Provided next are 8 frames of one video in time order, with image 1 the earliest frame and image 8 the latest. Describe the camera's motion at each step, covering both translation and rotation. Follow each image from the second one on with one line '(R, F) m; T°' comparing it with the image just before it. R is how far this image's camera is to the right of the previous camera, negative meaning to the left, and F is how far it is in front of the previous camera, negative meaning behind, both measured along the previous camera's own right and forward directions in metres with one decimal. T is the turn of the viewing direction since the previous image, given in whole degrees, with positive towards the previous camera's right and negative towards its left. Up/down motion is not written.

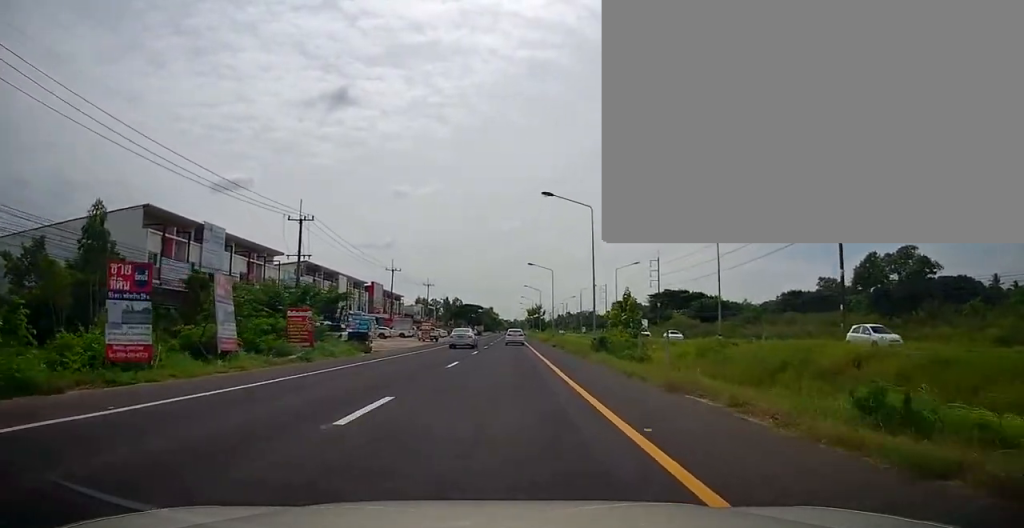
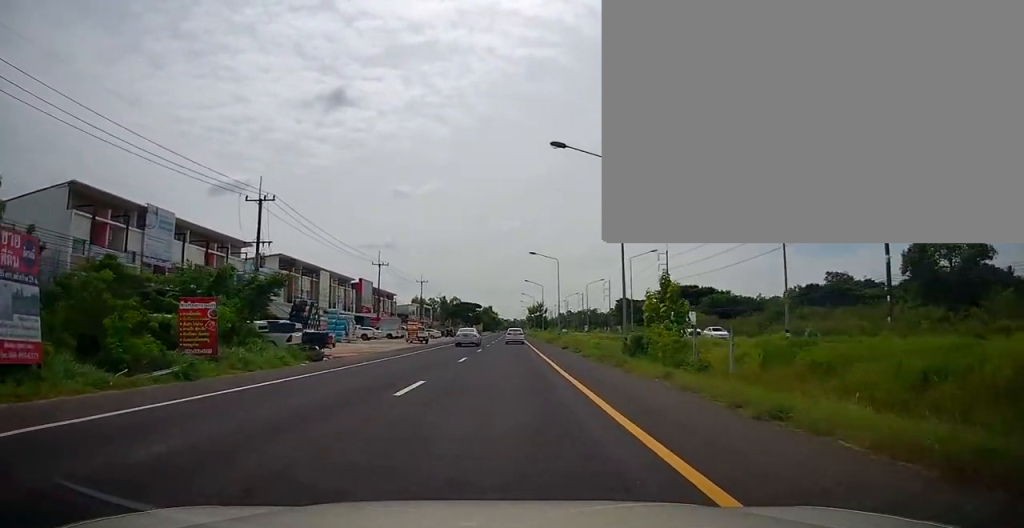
(0.0, +8.7) m; 0°
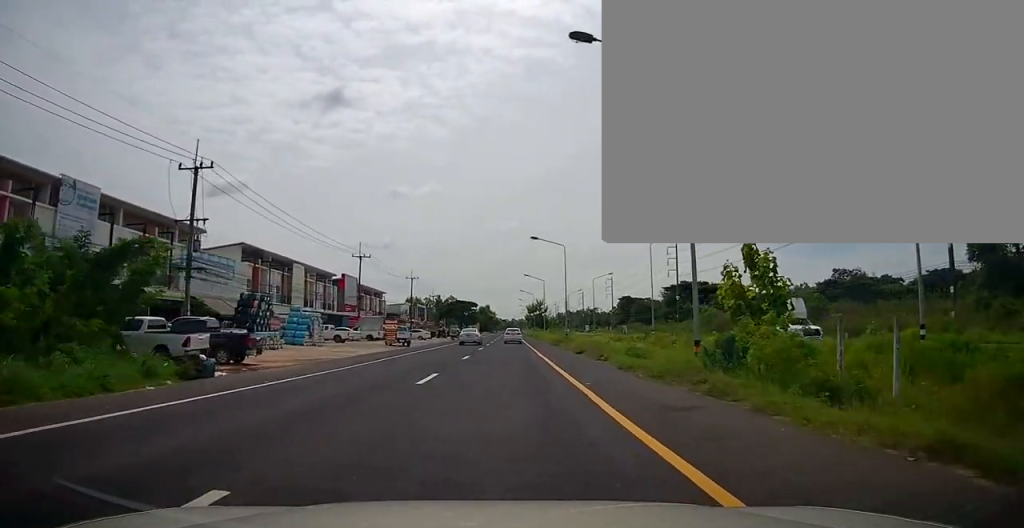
(0.0, +9.5) m; 0°
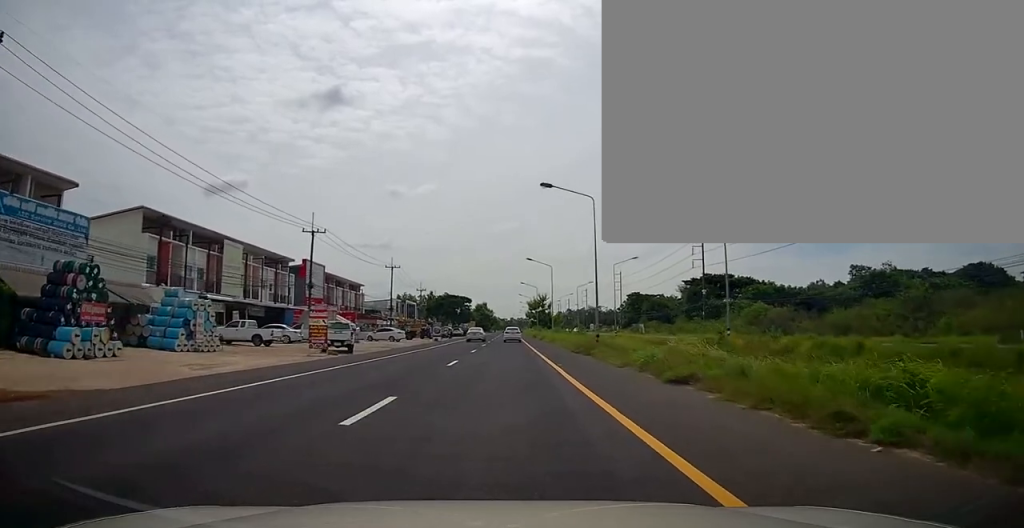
(0.0, +17.7) m; 0°
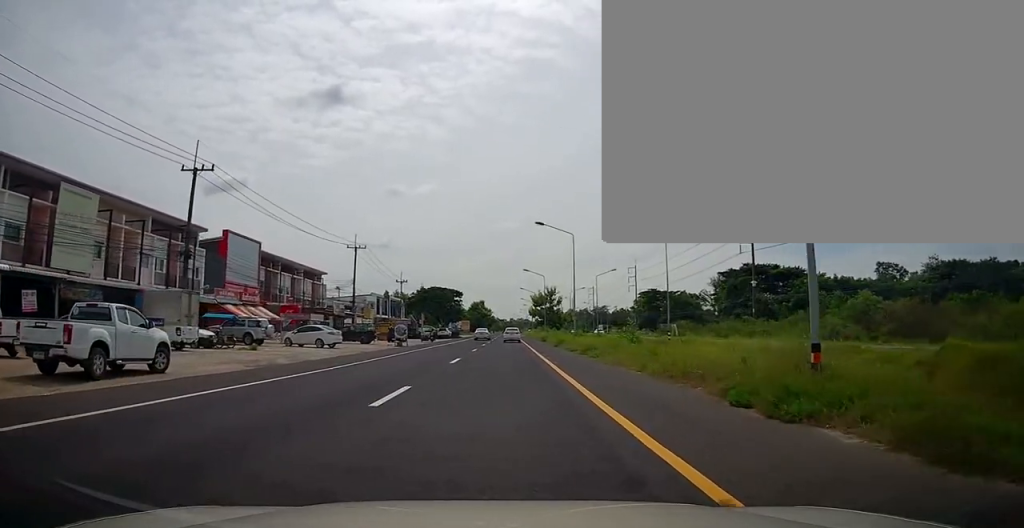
(0.0, +22.7) m; 0°
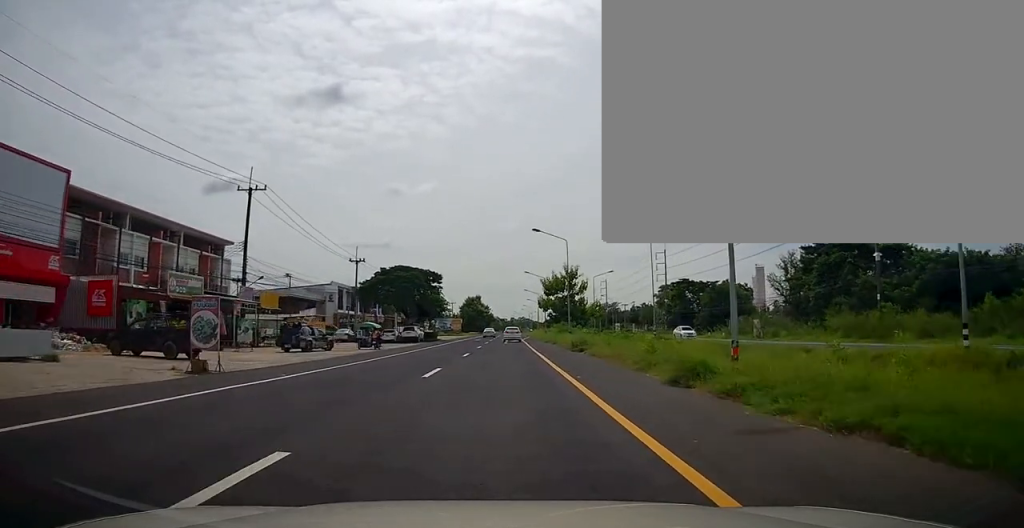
(0.0, +31.6) m; 0°
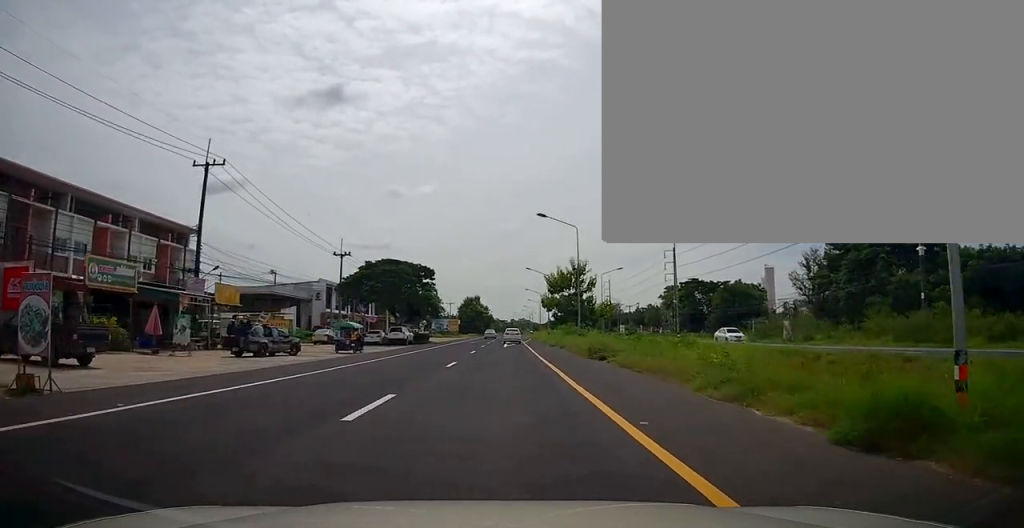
(0.0, +7.0) m; 0°
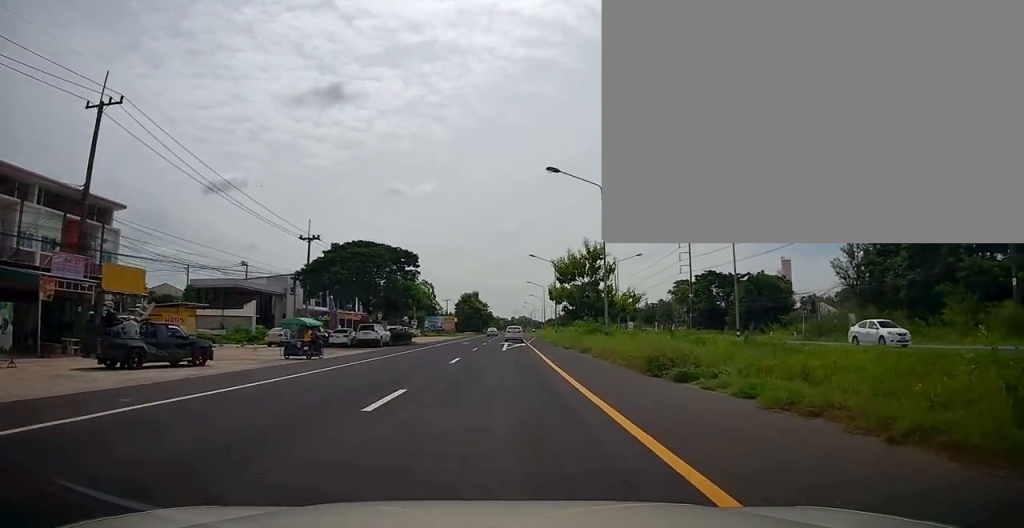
(0.0, +11.4) m; 0°
